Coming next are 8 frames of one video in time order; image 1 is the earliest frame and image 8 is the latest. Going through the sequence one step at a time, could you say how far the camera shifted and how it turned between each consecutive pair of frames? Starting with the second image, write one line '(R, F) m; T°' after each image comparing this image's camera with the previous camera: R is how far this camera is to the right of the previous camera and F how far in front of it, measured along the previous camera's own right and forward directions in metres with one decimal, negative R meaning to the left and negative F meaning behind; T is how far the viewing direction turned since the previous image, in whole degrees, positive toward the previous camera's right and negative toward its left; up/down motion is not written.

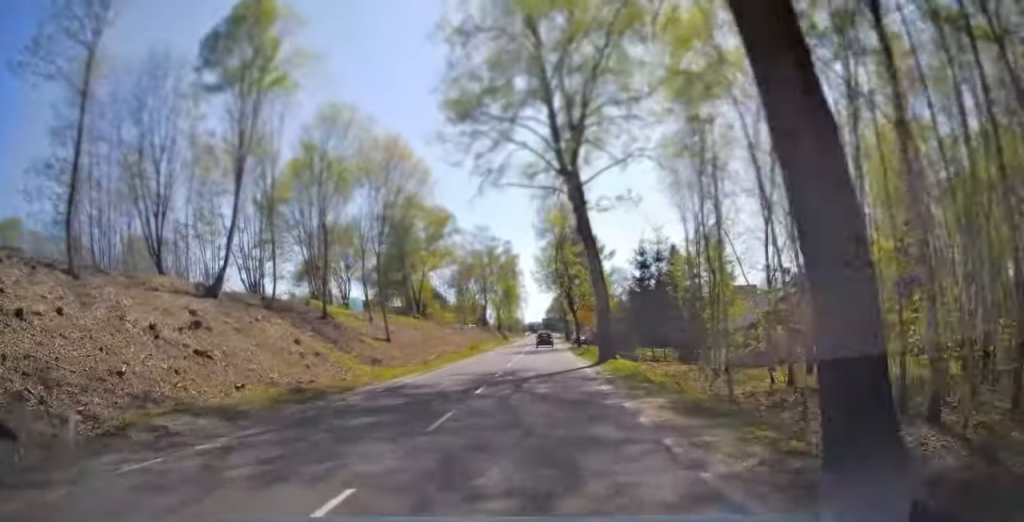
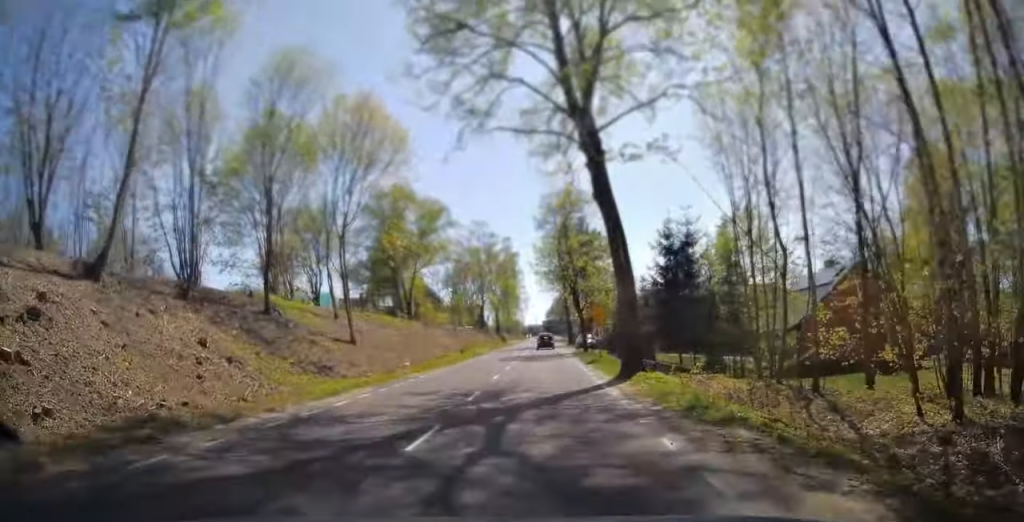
(0.0, +7.5) m; 0°
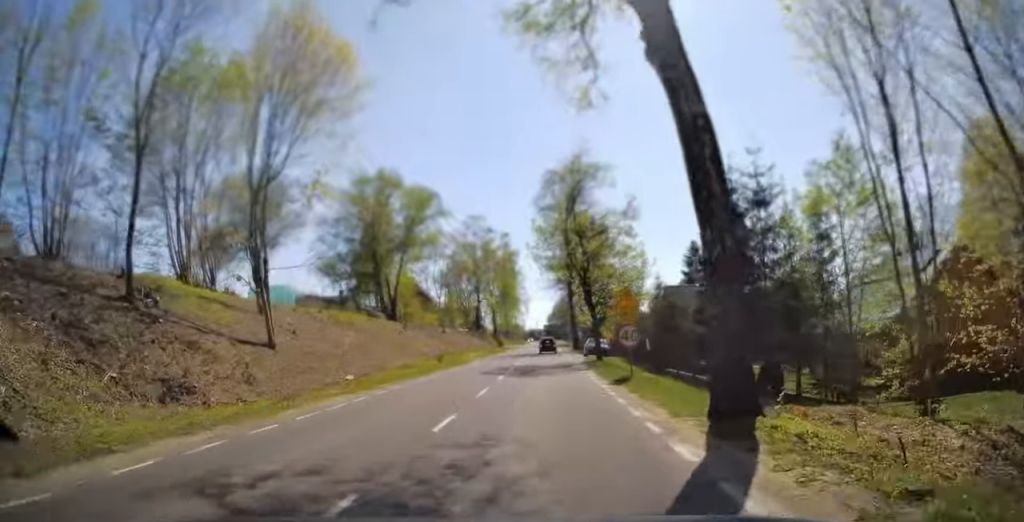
(0.0, +10.1) m; 0°
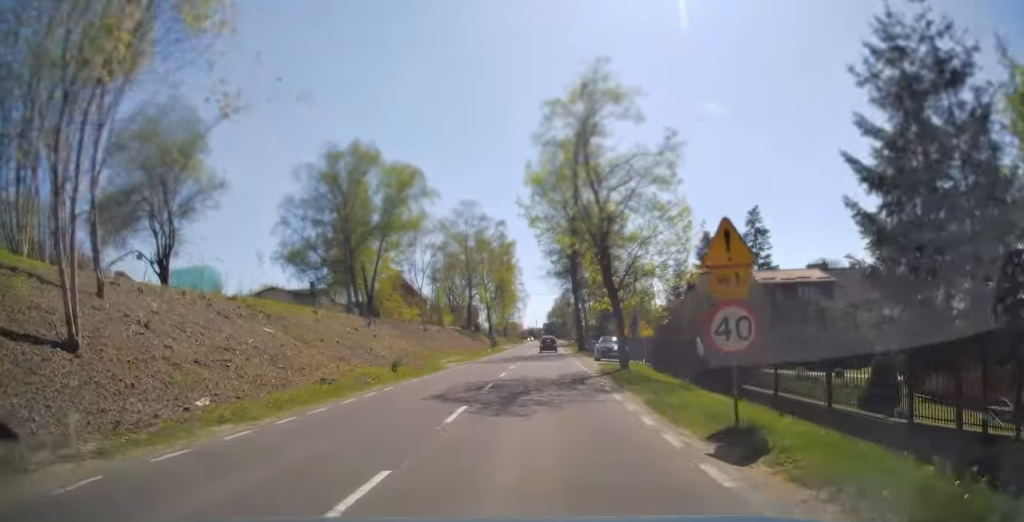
(+0.1, +10.8) m; 0°
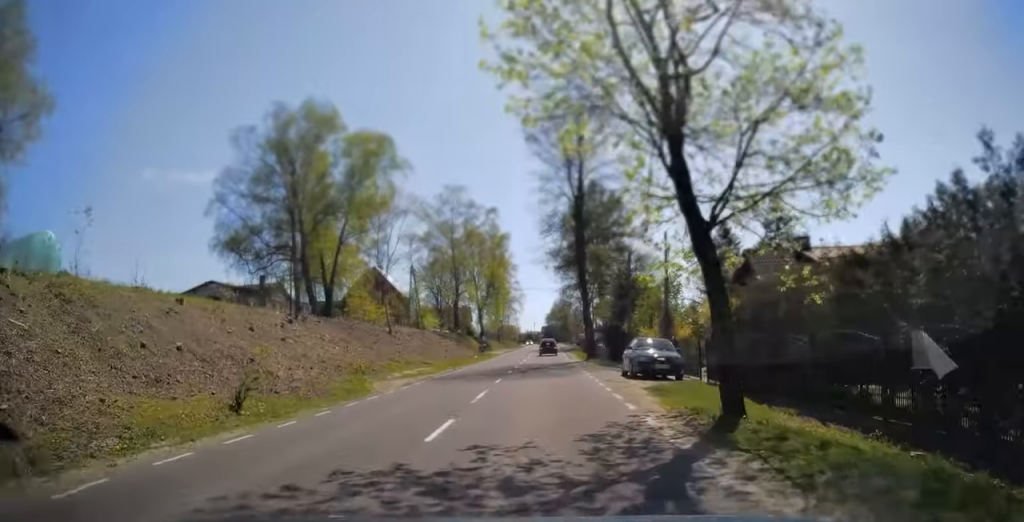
(-0.2, +13.5) m; 0°
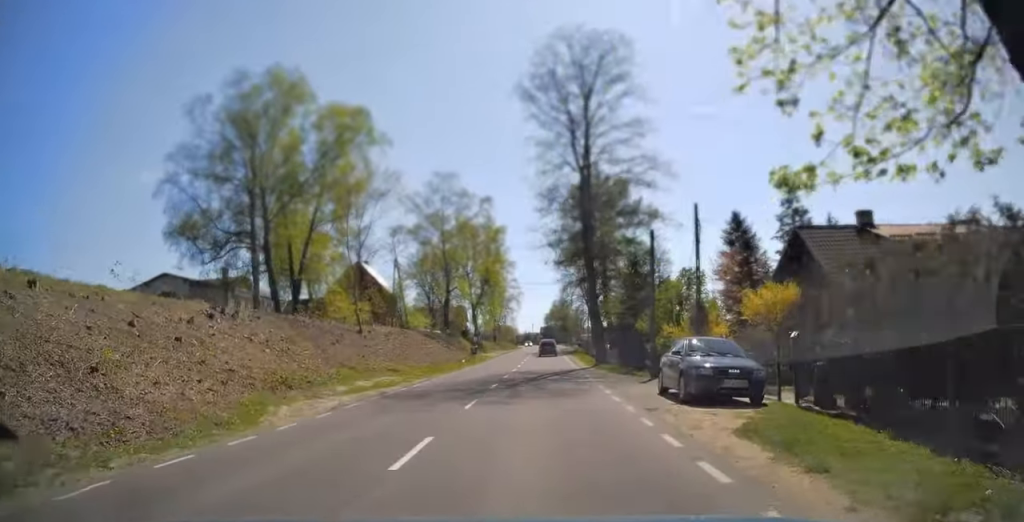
(+0.1, +7.6) m; +1°
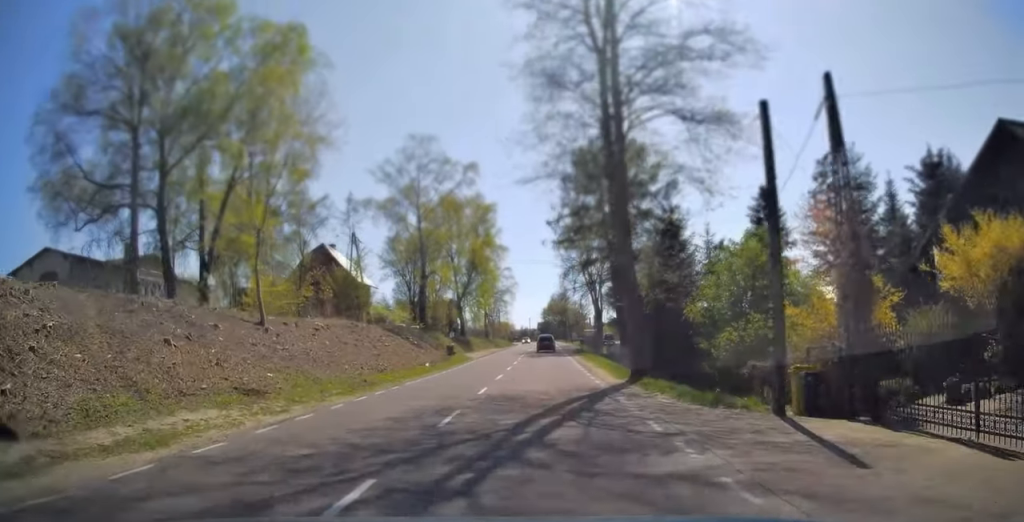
(+0.2, +14.3) m; +1°
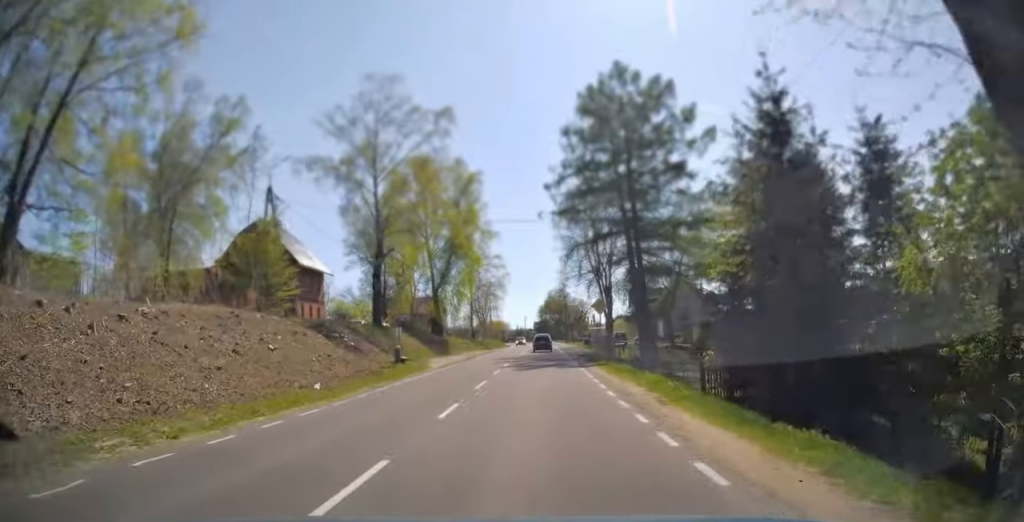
(0.0, +16.5) m; 0°
